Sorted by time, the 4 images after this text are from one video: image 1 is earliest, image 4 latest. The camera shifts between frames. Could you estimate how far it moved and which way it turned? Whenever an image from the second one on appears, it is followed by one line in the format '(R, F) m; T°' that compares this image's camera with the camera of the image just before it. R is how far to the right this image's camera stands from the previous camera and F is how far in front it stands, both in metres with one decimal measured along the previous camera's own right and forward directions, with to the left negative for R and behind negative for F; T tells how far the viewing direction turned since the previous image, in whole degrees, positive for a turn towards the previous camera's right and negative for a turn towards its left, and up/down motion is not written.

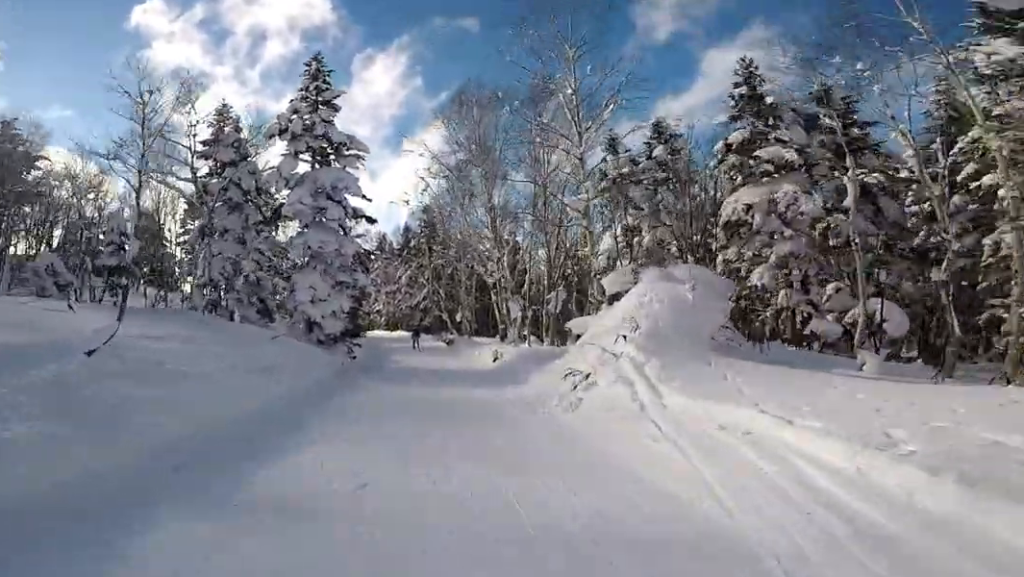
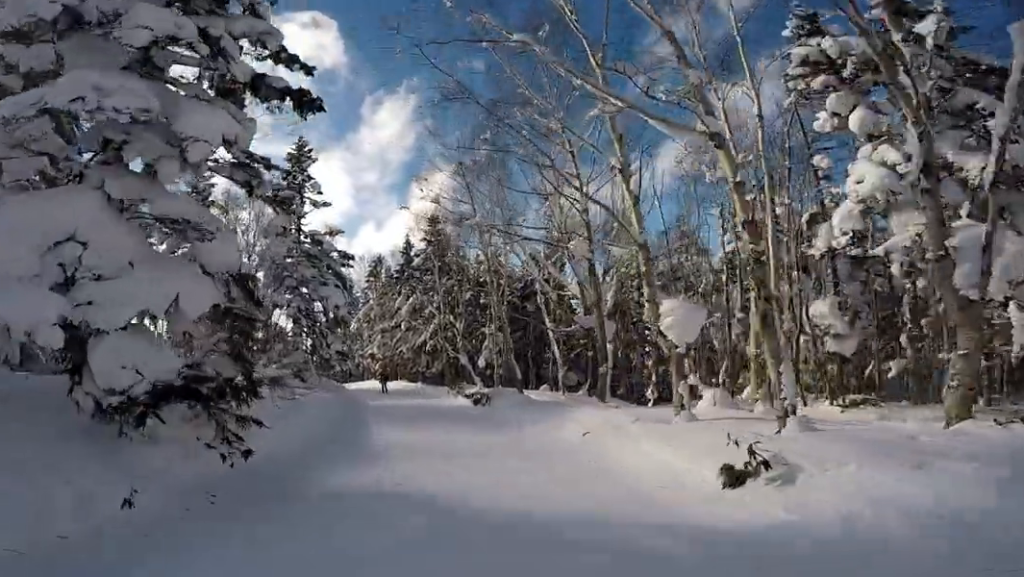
(+1.0, +12.8) m; +15°
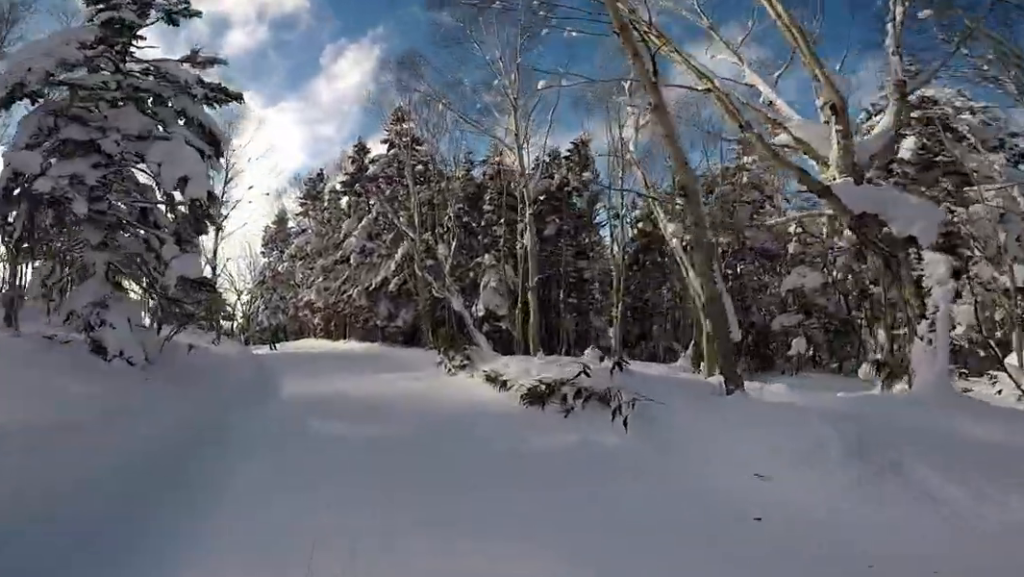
(-0.6, +10.9) m; -17°
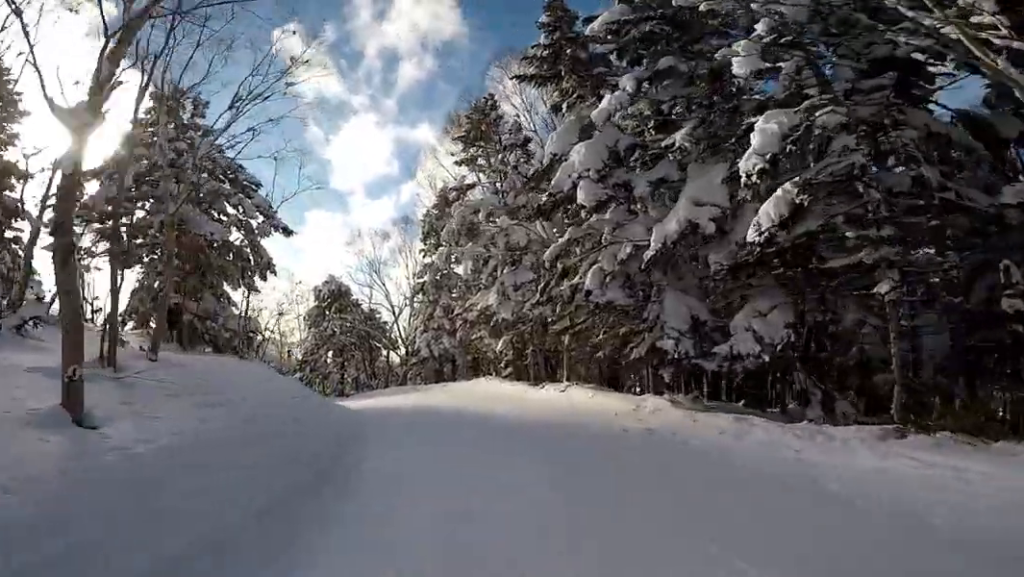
(+0.1, +13.0) m; +4°
